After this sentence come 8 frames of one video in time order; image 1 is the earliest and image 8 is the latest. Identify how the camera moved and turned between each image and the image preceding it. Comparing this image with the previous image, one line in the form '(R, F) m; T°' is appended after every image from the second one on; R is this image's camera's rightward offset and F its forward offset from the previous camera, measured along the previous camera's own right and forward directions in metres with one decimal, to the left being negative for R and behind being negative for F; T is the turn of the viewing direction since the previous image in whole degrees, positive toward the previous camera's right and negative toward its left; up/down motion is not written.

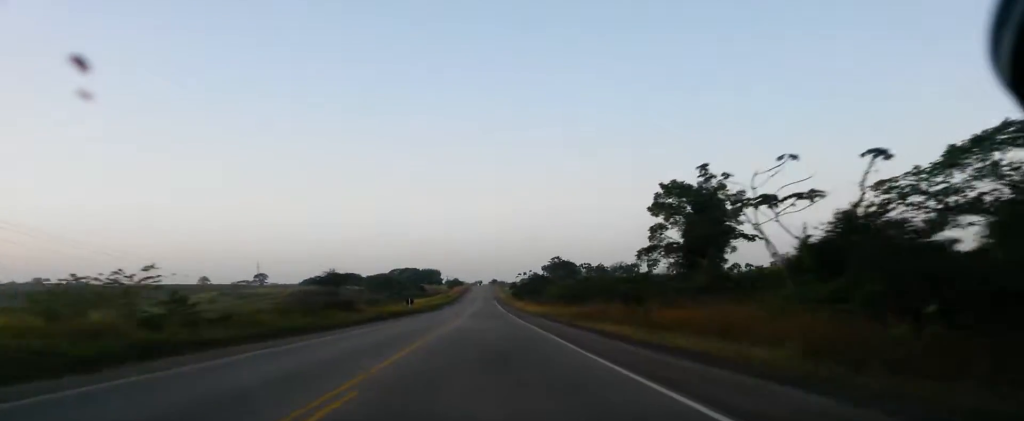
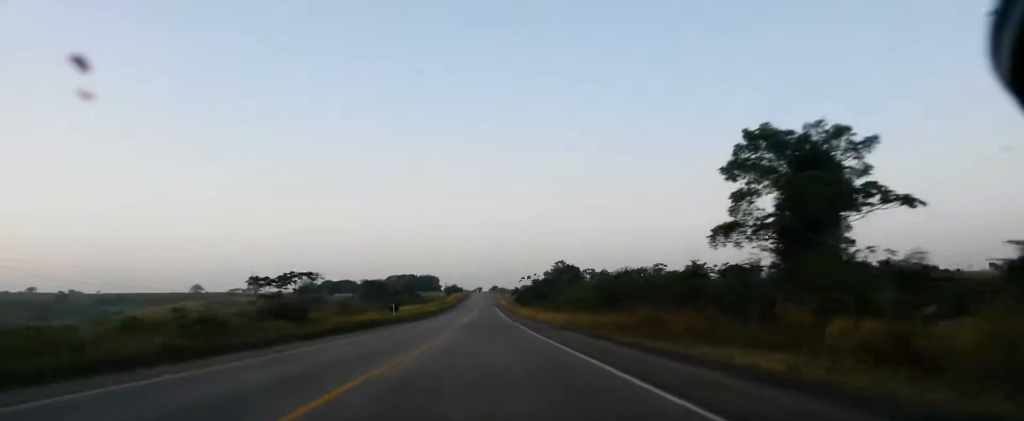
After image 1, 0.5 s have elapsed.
(-0.2, +17.7) m; +4°
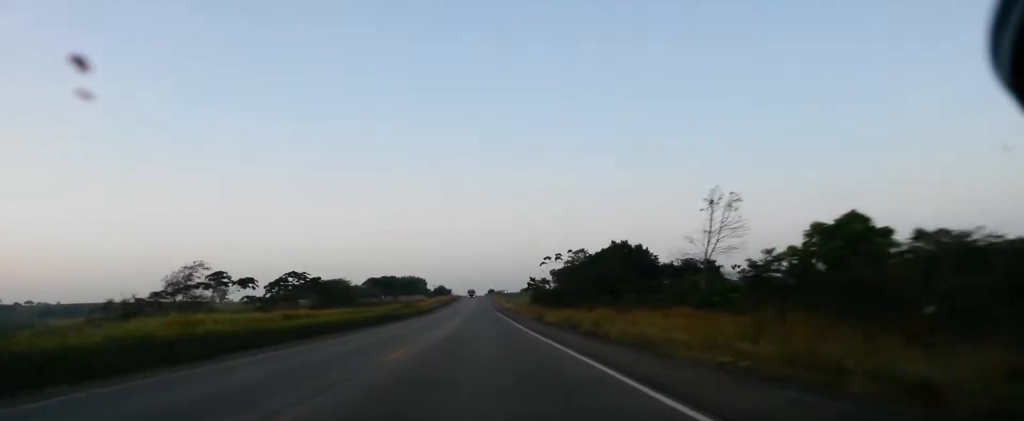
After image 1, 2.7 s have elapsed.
(+1.7, +82.5) m; -1°
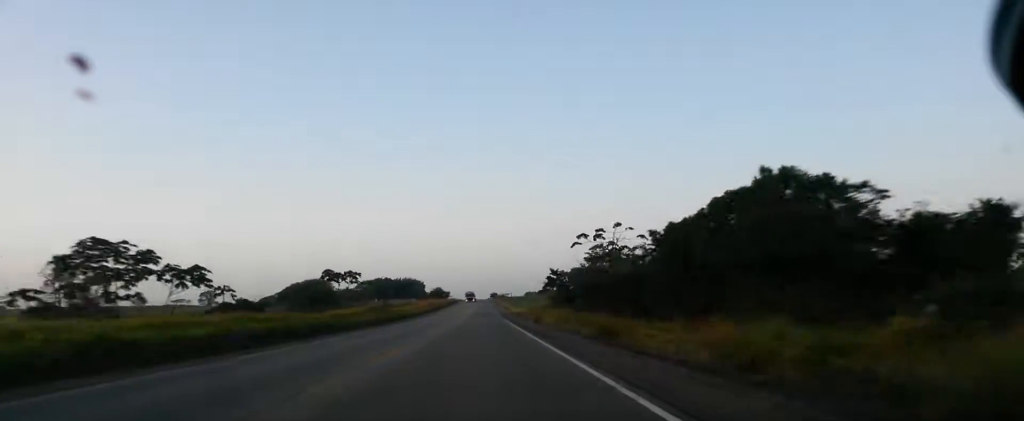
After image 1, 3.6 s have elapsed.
(+0.4, +31.6) m; +2°
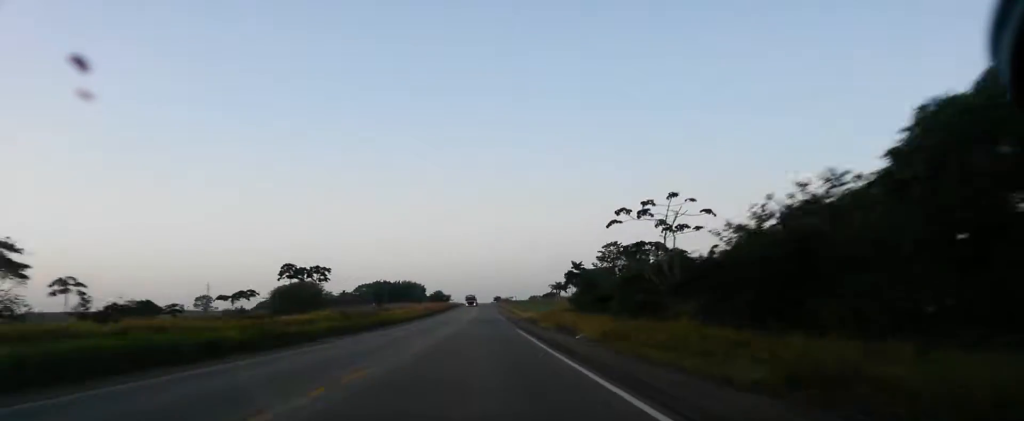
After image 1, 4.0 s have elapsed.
(+0.3, +16.5) m; +1°
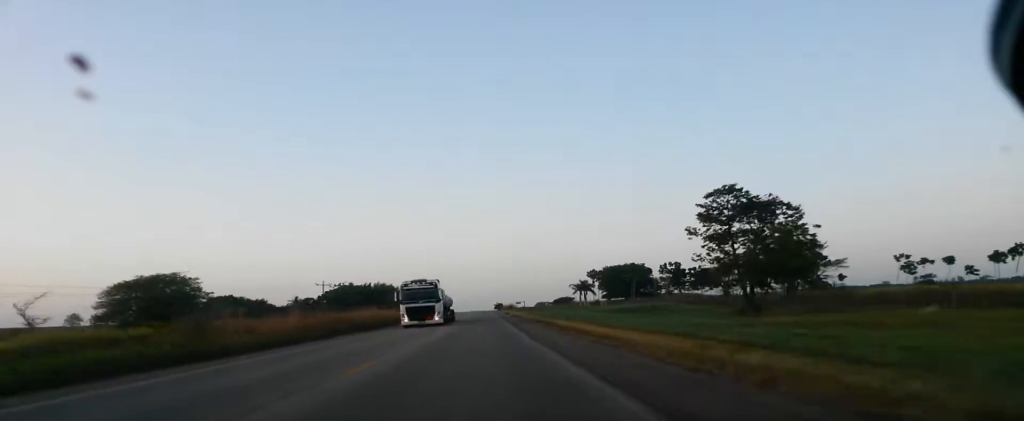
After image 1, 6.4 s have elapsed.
(+0.8, +82.9) m; +1°
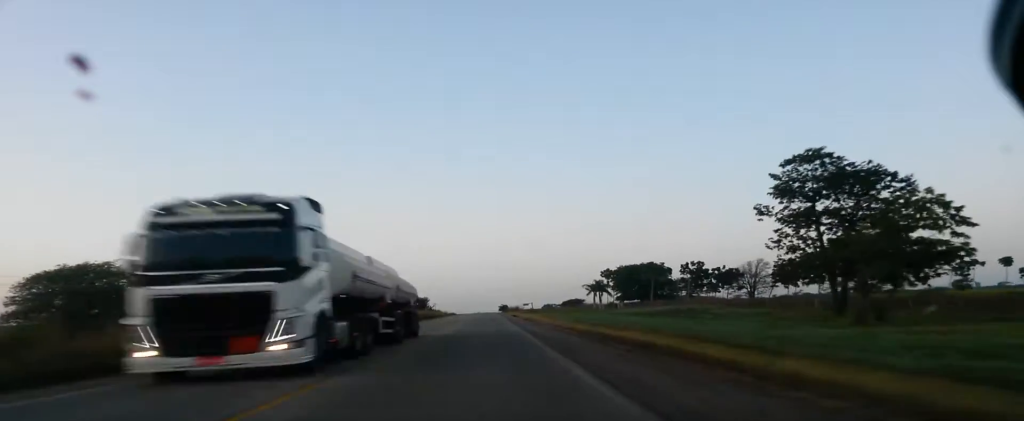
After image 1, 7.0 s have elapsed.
(0.0, +21.2) m; 0°
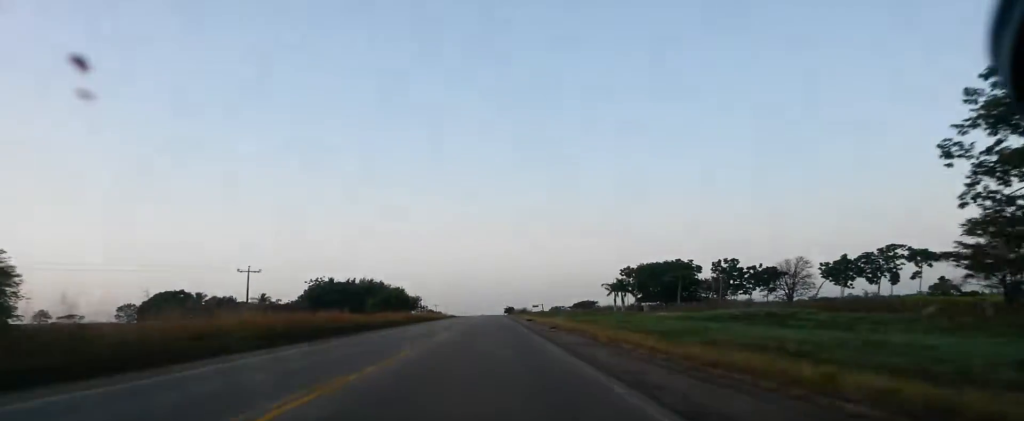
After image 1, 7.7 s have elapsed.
(0.0, +27.1) m; 0°
